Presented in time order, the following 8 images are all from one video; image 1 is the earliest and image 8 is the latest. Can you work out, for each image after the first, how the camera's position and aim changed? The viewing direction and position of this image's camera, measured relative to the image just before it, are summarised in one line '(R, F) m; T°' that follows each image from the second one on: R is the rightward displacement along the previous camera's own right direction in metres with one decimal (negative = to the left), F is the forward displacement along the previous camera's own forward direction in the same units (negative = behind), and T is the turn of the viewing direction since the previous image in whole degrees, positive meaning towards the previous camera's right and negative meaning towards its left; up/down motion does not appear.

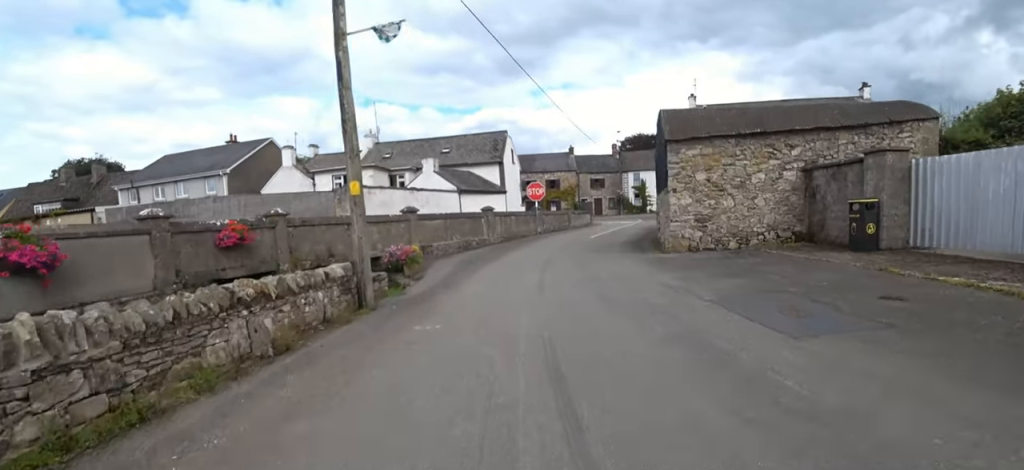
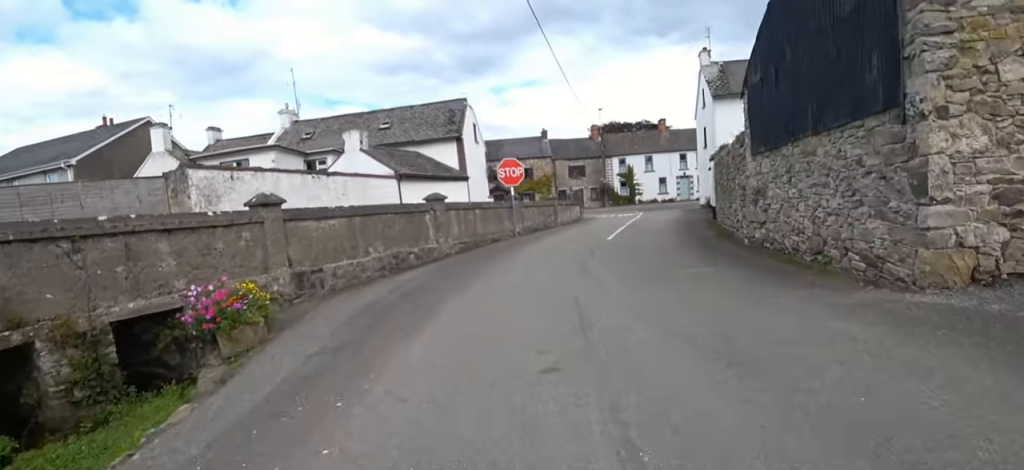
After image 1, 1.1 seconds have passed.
(+0.3, +7.7) m; +5°
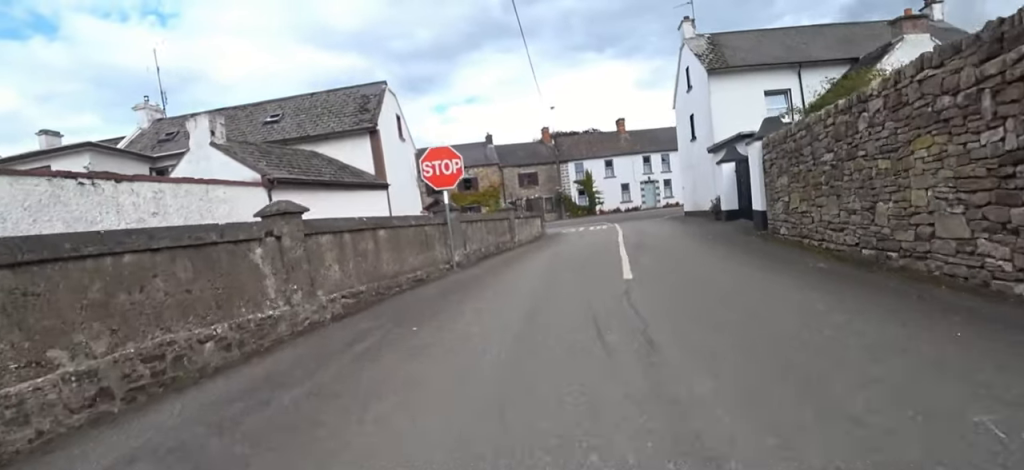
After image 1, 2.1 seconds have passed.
(+0.2, +5.8) m; +5°
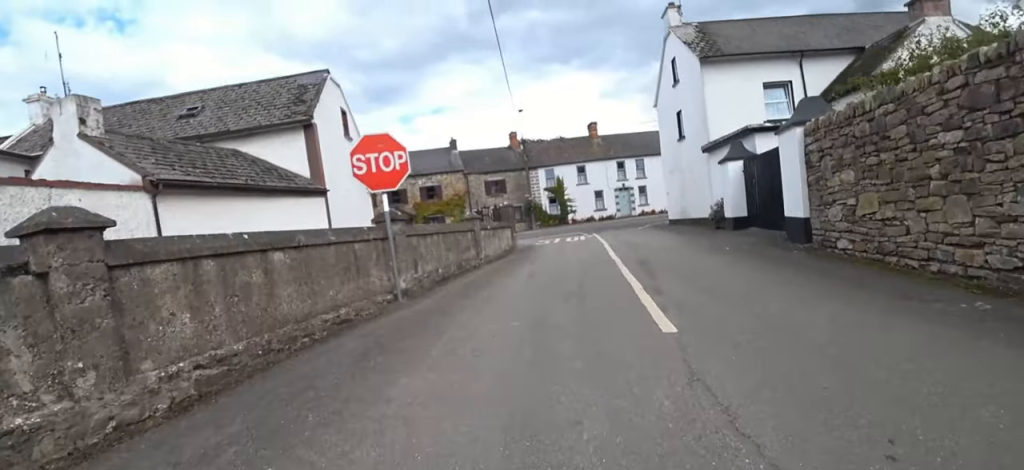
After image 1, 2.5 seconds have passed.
(0.0, +2.5) m; +2°
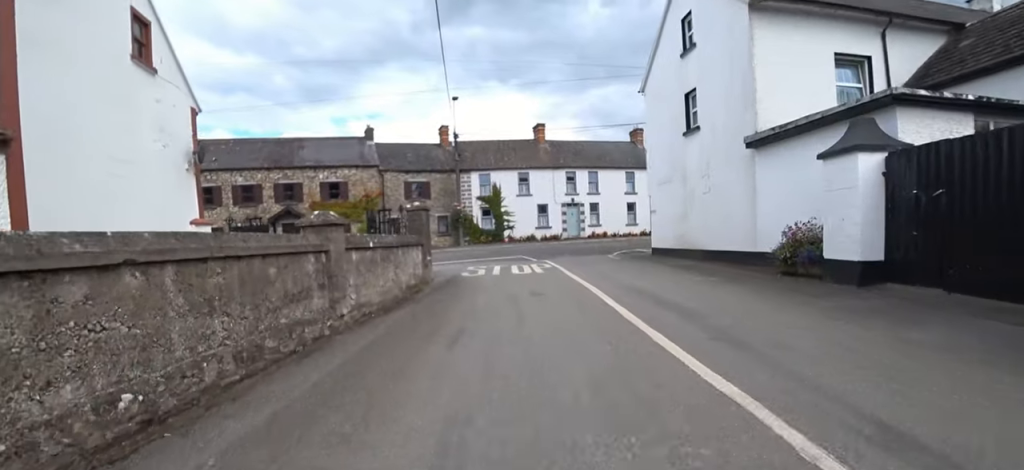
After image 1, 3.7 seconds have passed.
(+0.3, +6.3) m; +2°
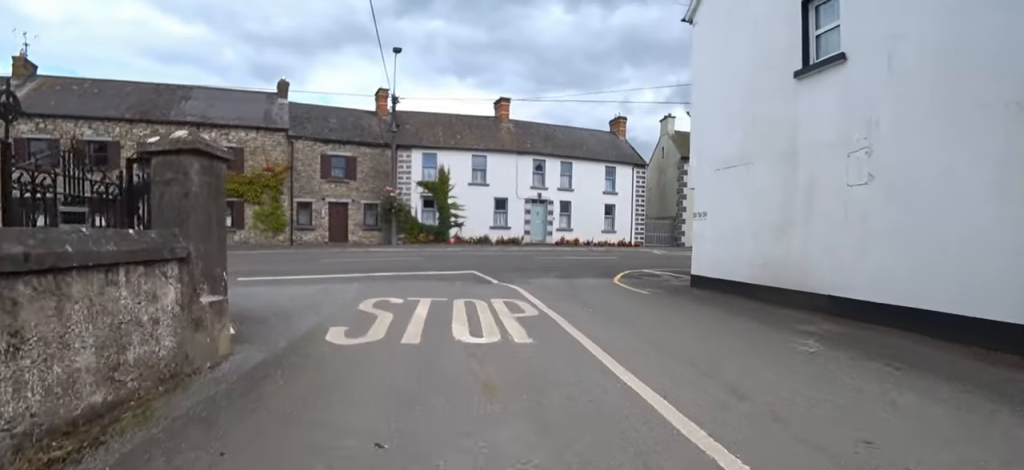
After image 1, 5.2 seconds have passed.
(-0.2, +5.9) m; -7°
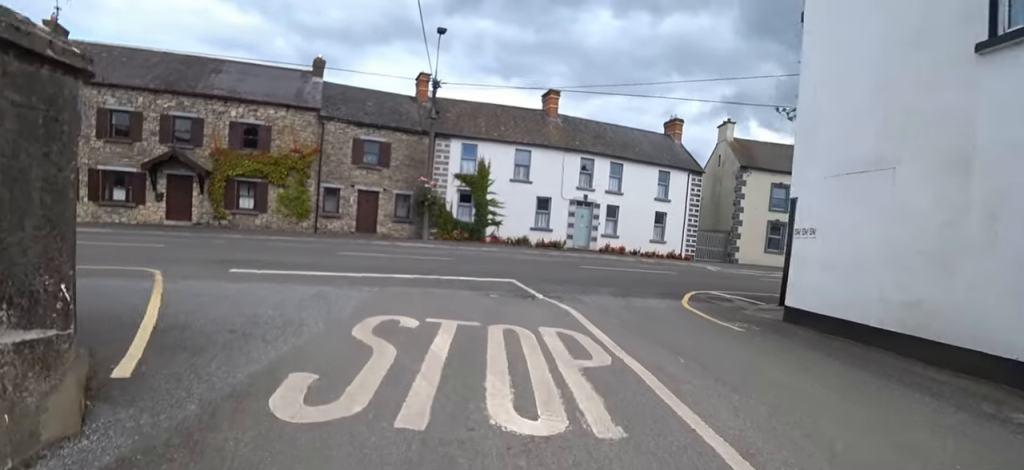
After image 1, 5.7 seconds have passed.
(-0.1, +1.8) m; -7°
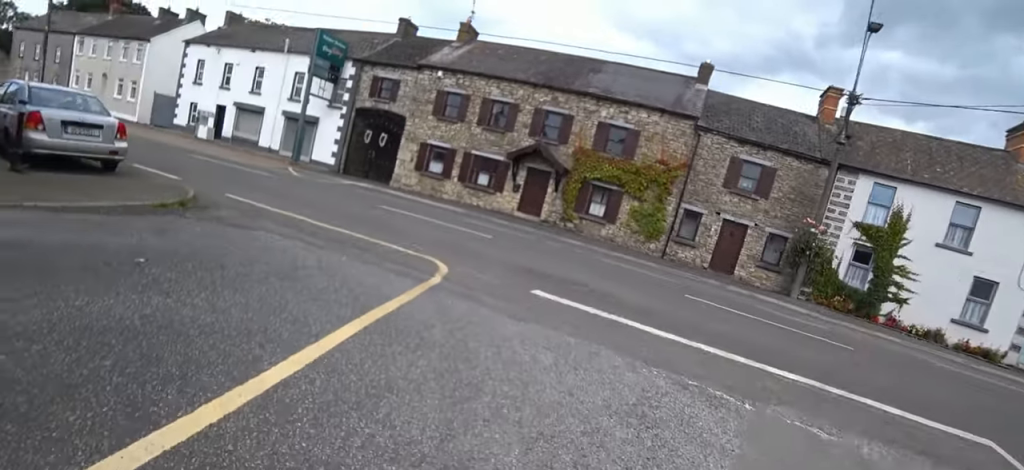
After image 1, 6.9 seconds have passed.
(-0.6, +3.6) m; -24°
